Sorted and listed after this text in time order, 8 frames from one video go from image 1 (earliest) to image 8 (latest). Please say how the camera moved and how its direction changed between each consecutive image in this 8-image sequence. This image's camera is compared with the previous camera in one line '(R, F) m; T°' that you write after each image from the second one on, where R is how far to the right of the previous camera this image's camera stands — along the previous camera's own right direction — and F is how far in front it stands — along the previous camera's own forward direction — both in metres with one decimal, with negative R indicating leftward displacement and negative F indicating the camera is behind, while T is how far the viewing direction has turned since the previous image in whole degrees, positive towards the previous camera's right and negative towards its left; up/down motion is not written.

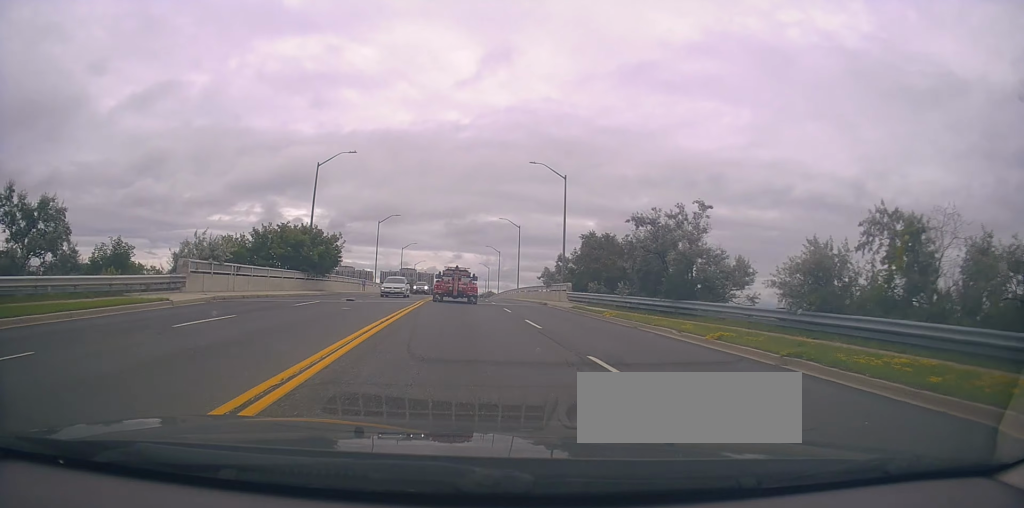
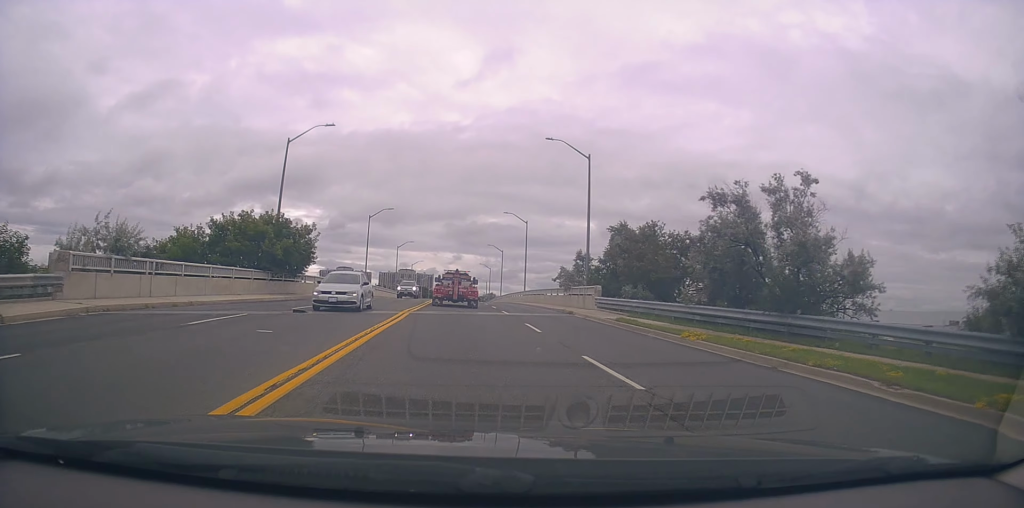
(0.0, +9.2) m; 0°
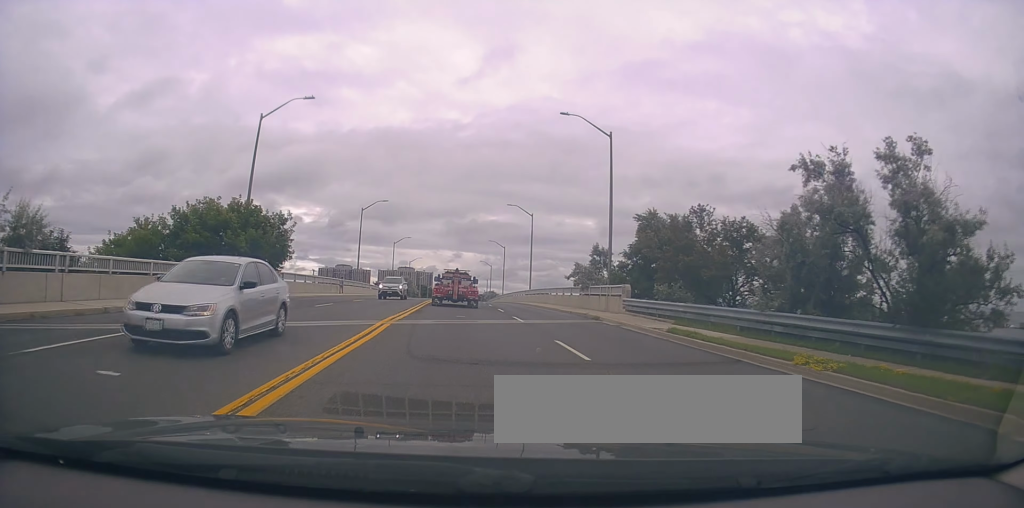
(-0.1, +5.9) m; -1°
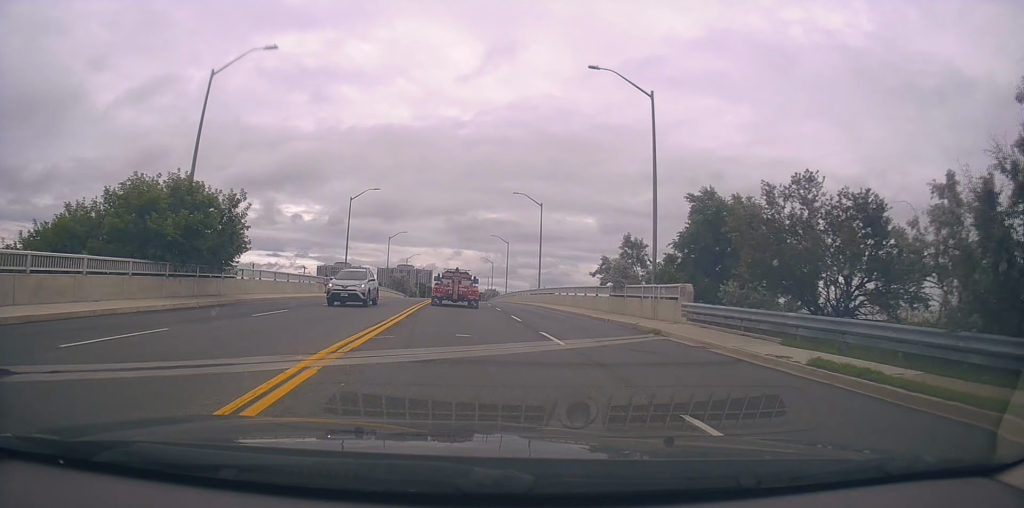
(0.0, +7.7) m; -1°
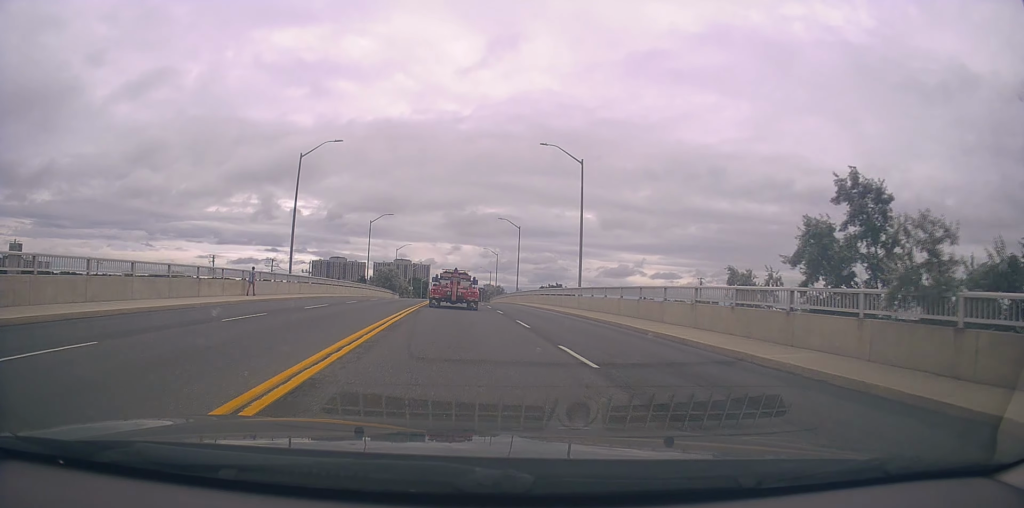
(0.0, +20.9) m; +1°
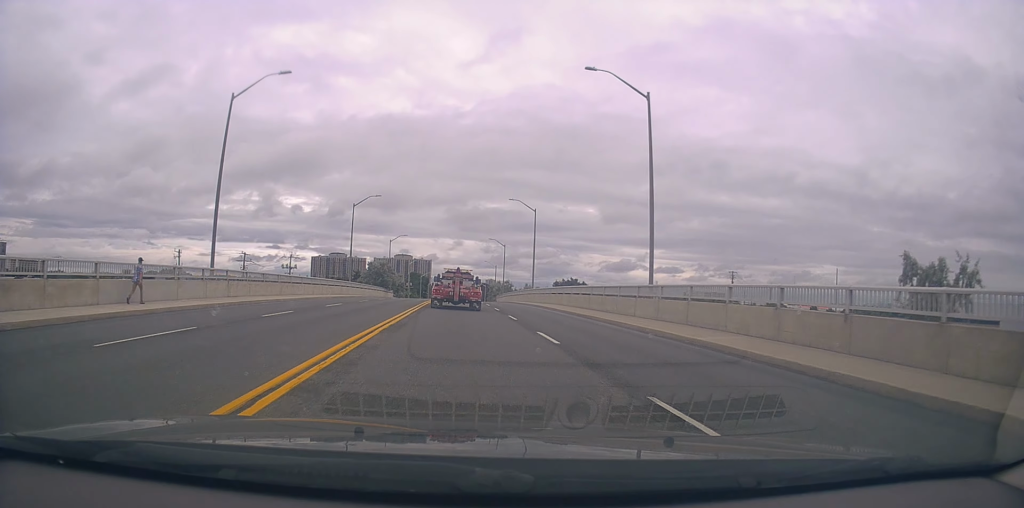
(+0.1, +14.4) m; 0°
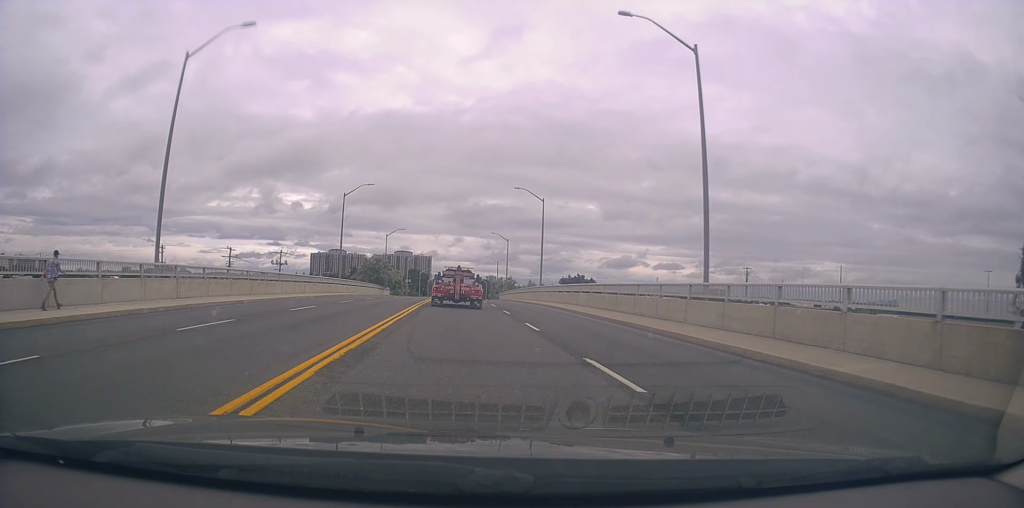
(0.0, +5.9) m; -1°
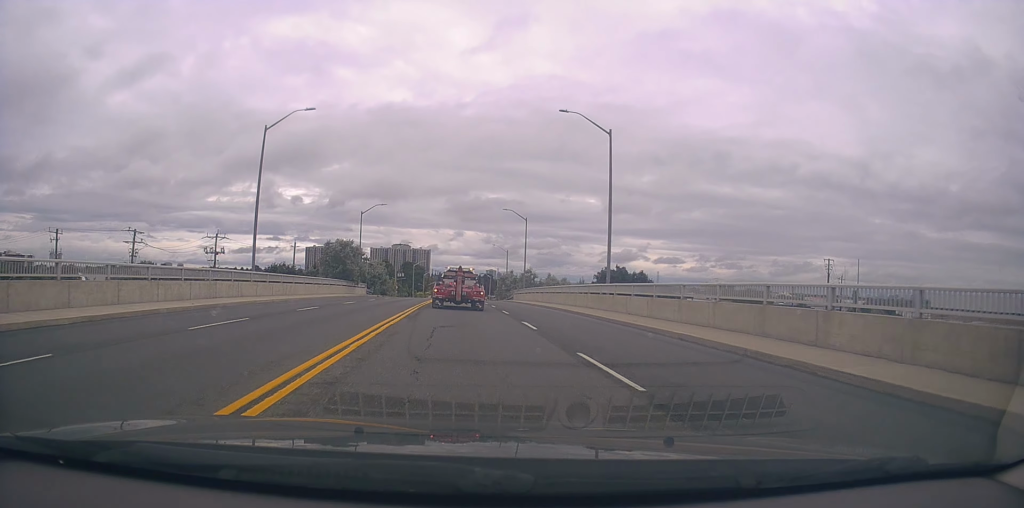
(+0.7, +26.3) m; +2°
